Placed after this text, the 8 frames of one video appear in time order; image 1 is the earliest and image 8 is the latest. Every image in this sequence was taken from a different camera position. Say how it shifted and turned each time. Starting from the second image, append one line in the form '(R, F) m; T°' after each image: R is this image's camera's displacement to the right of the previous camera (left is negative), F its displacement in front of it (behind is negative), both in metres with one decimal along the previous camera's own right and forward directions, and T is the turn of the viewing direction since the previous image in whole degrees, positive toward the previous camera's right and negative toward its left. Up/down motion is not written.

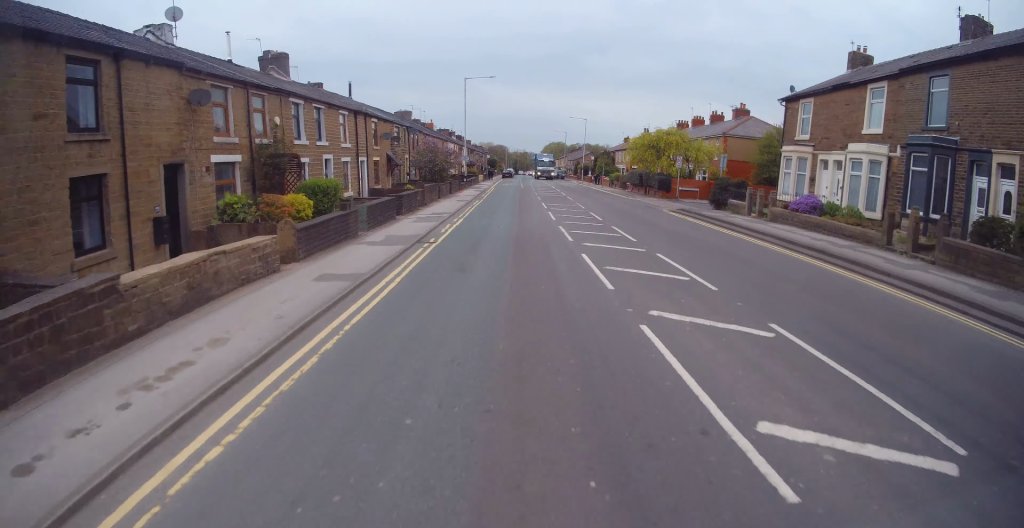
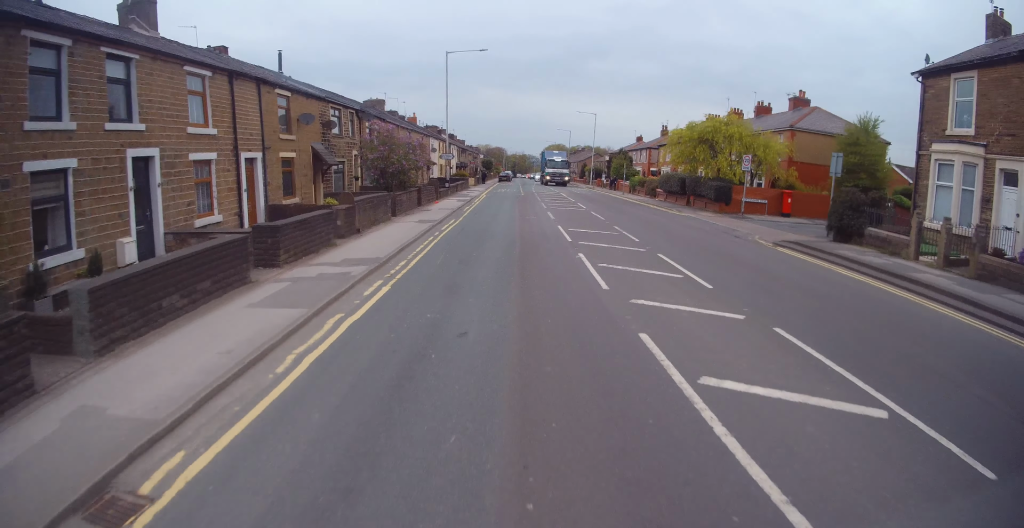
(0.0, +12.0) m; 0°
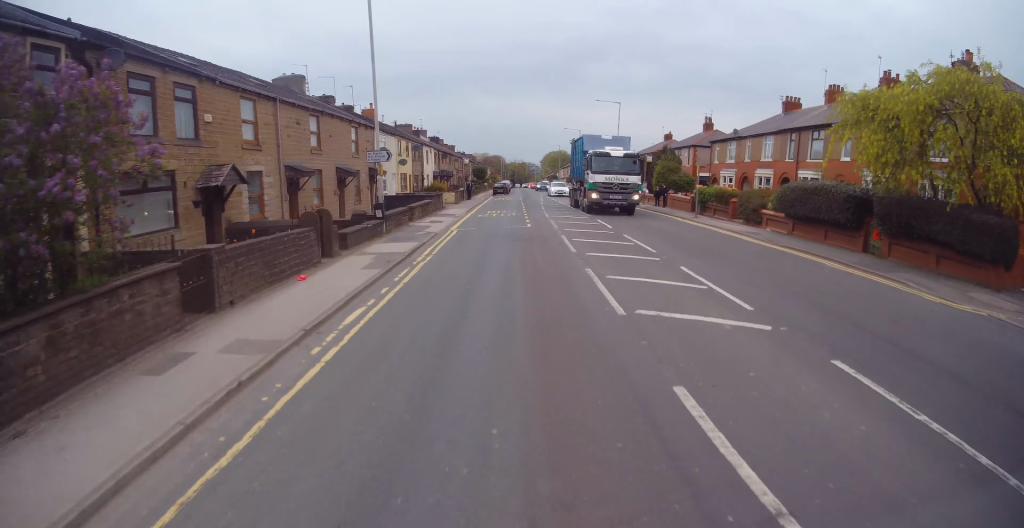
(-0.1, +18.6) m; 0°
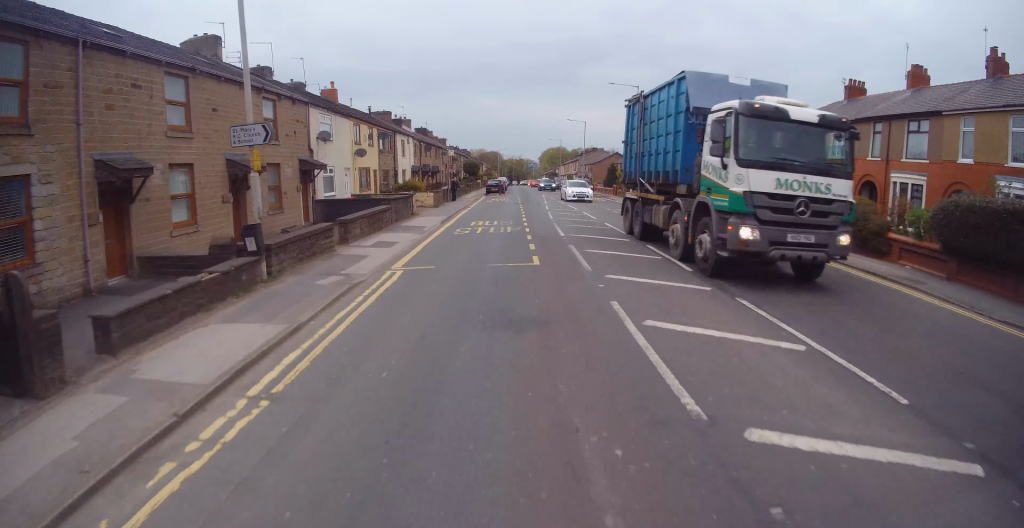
(0.0, +9.1) m; +1°
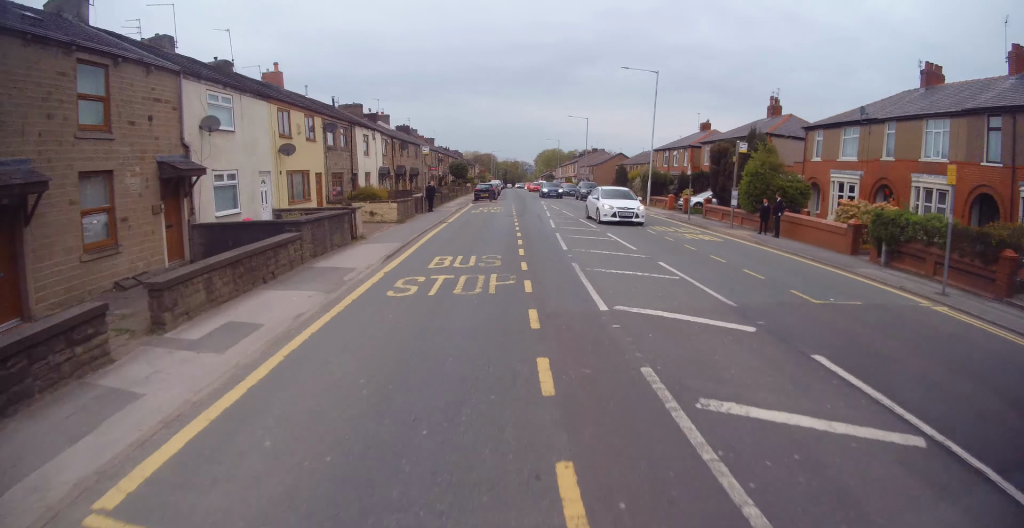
(+0.1, +8.3) m; +1°
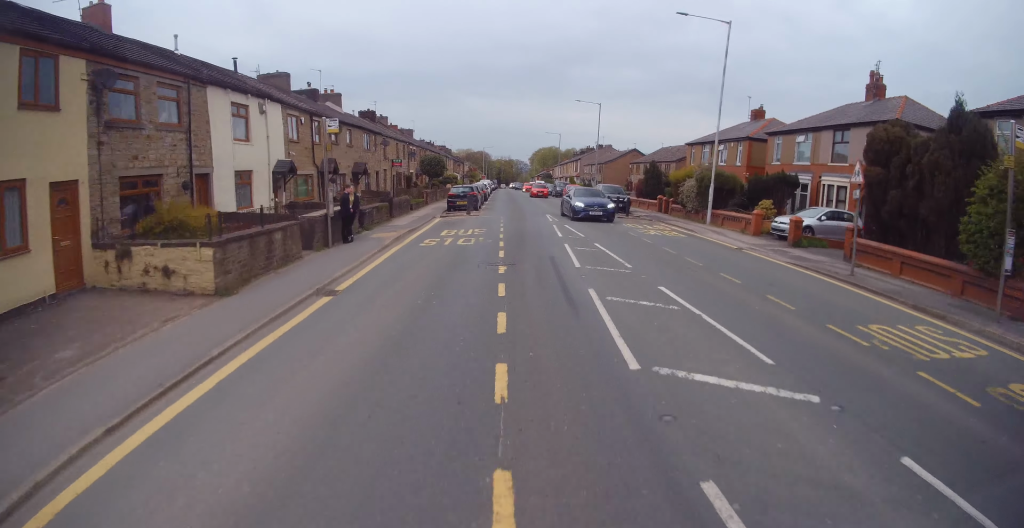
(+0.2, +14.2) m; 0°
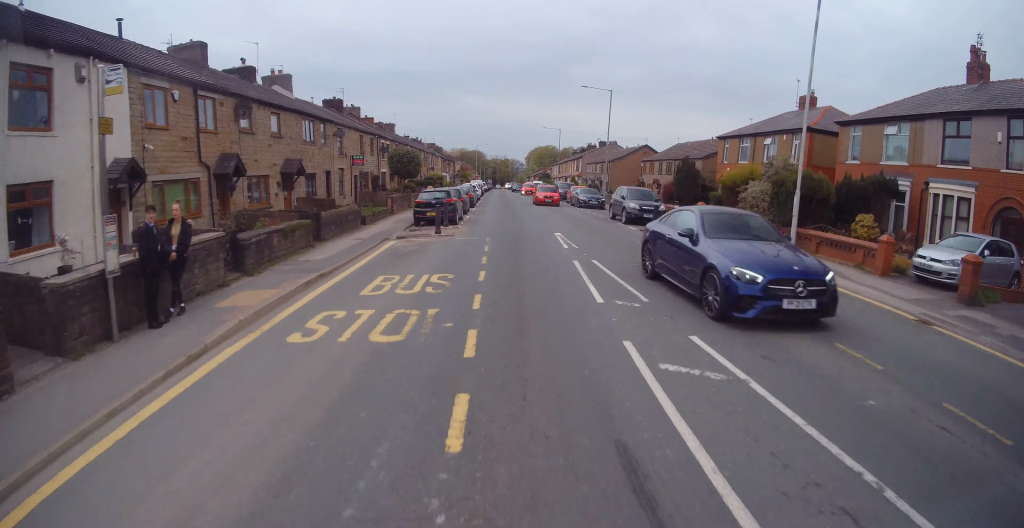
(0.0, +8.9) m; -1°
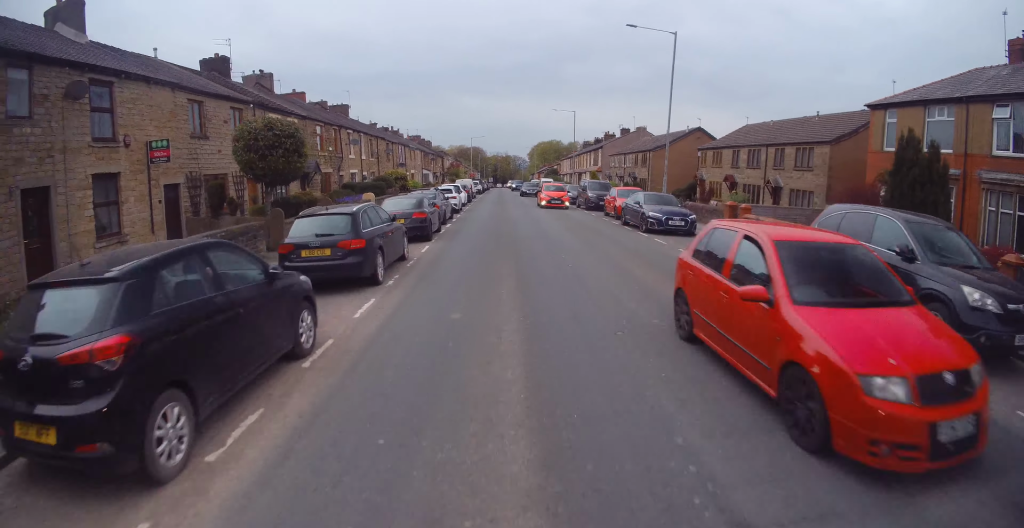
(-0.1, +18.2) m; -1°
